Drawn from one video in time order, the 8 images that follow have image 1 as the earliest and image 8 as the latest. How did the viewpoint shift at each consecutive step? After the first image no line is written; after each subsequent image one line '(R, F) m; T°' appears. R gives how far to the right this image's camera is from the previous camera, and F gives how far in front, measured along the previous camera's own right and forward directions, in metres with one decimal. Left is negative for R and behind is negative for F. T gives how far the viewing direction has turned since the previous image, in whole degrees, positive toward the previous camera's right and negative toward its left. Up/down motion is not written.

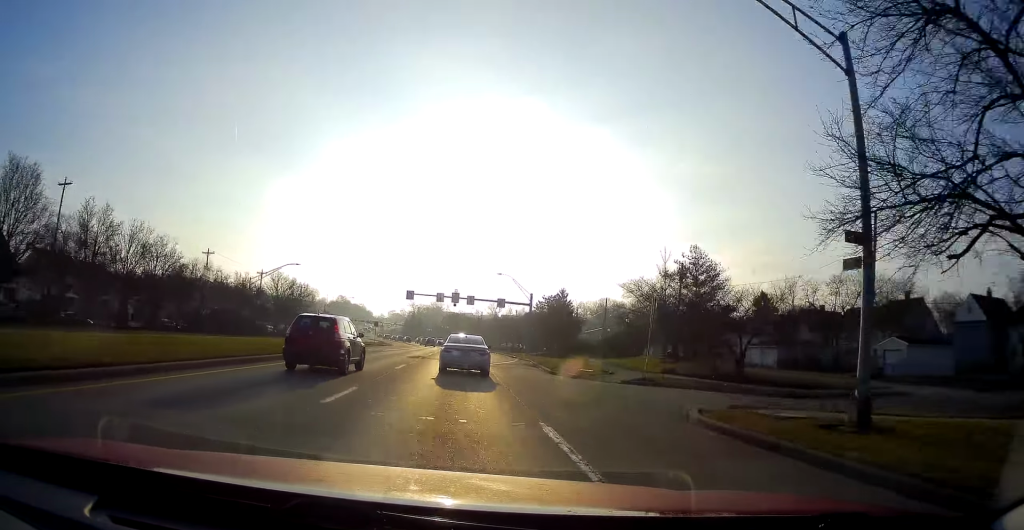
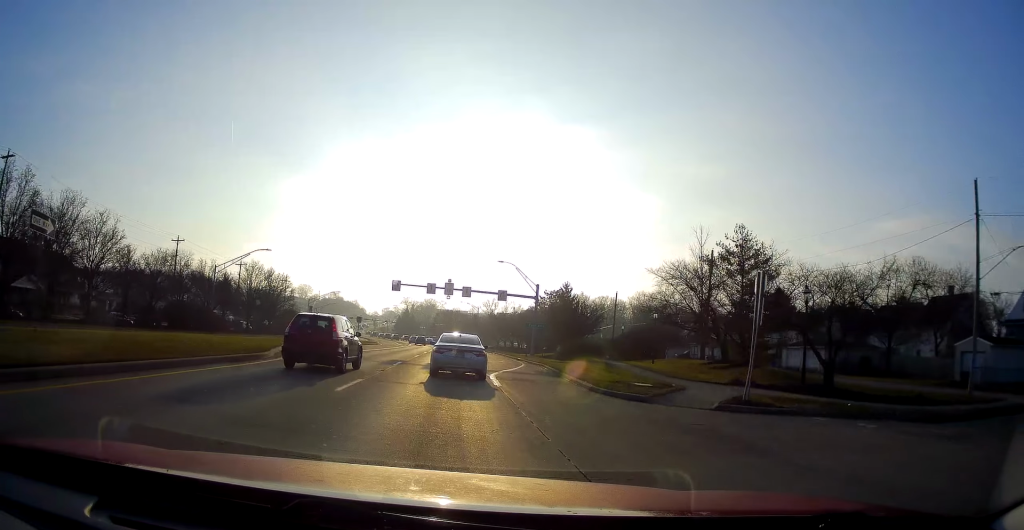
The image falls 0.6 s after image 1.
(-0.1, +10.0) m; -1°
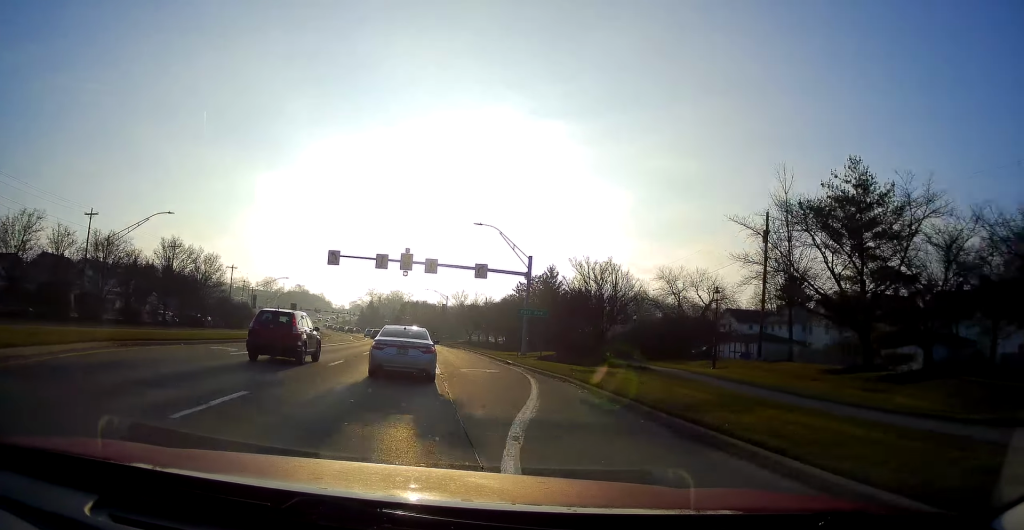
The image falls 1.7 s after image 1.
(+0.1, +17.4) m; +2°
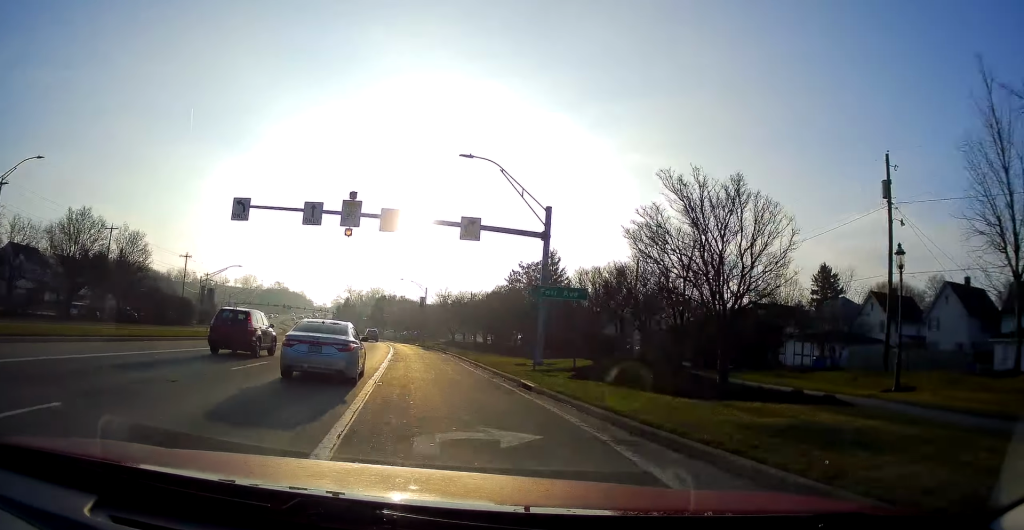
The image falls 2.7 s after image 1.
(+0.4, +16.4) m; +1°
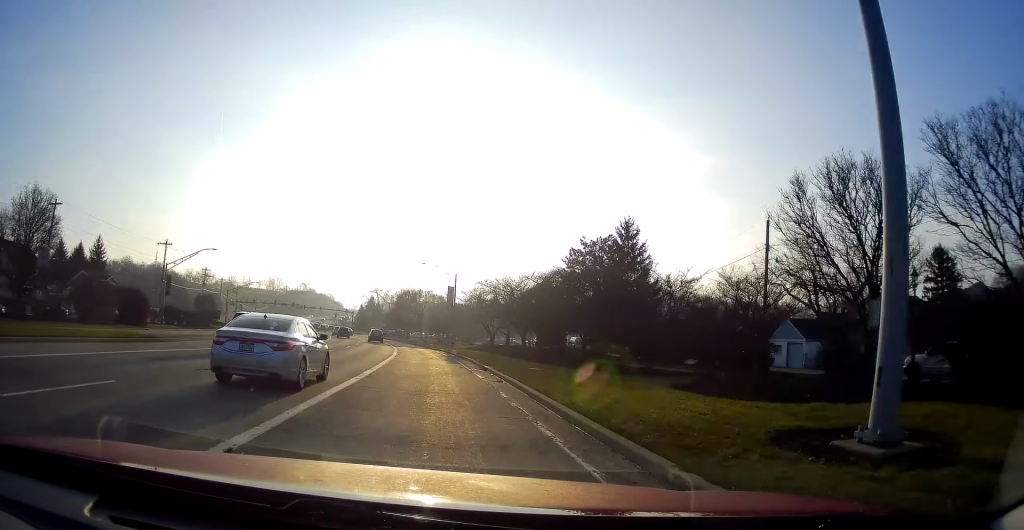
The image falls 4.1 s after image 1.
(-0.4, +21.4) m; -2°
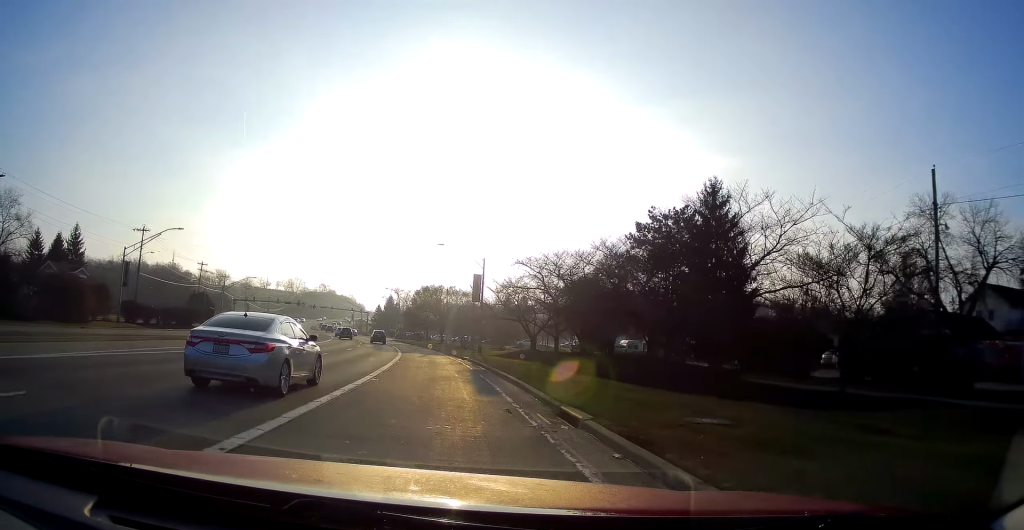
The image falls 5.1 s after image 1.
(0.0, +15.2) m; -1°
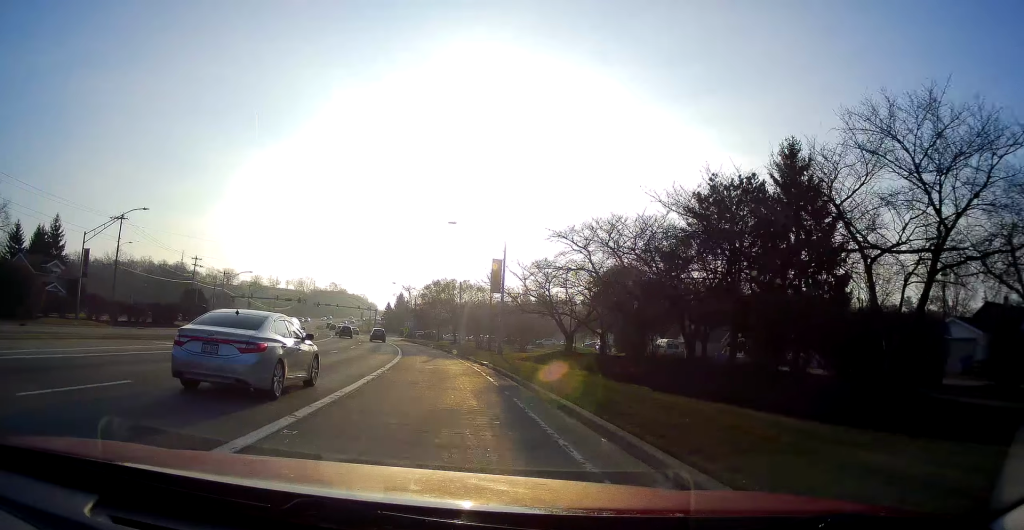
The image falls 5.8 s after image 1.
(-0.1, +9.5) m; -2°
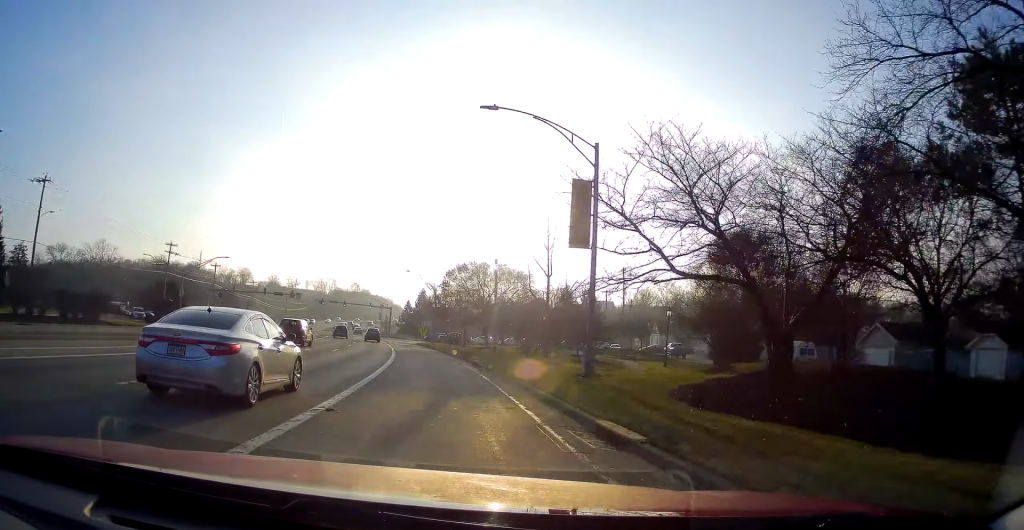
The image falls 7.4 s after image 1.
(-1.7, +21.8) m; -6°
